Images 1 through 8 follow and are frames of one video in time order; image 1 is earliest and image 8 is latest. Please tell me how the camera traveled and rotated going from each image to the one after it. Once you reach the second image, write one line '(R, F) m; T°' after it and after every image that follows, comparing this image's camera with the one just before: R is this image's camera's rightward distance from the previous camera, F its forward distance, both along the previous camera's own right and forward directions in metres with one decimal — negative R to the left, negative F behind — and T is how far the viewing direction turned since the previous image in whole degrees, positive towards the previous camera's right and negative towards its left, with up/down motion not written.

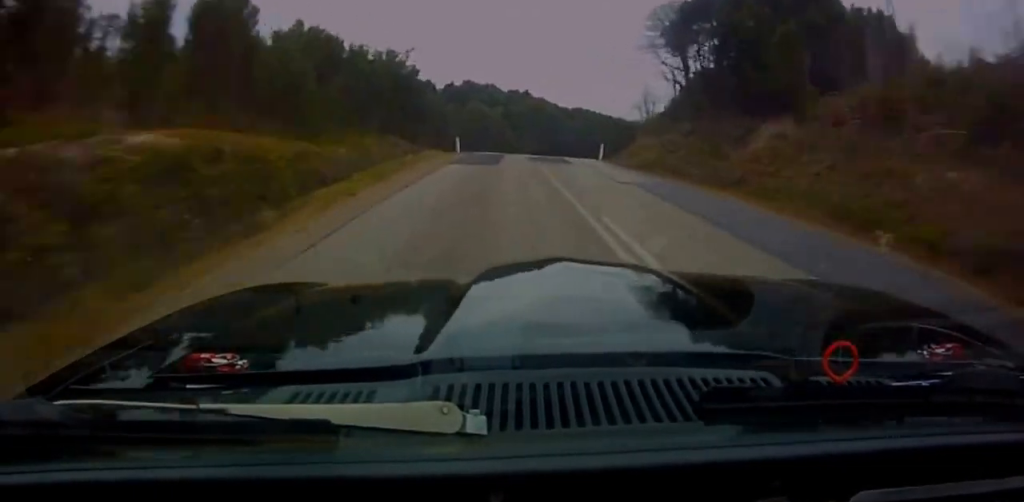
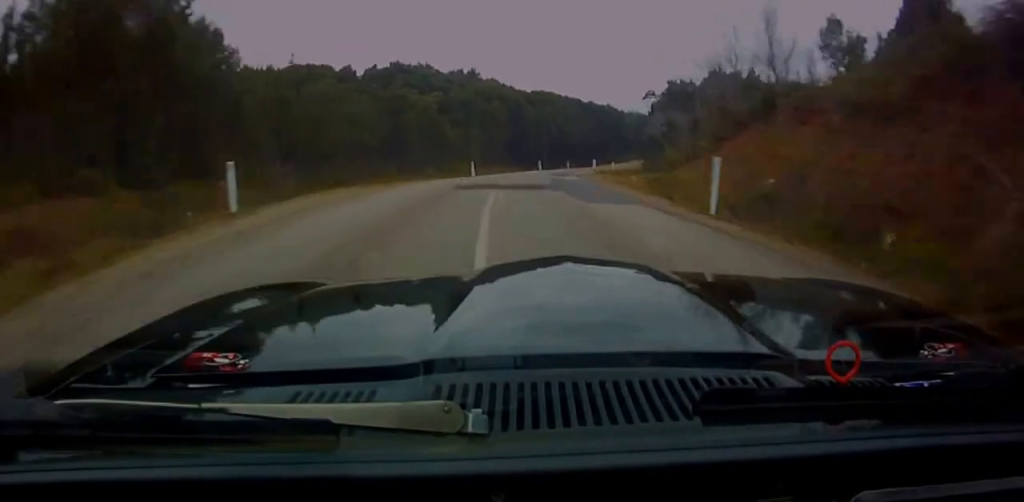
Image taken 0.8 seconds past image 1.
(+1.0, +28.9) m; +5°
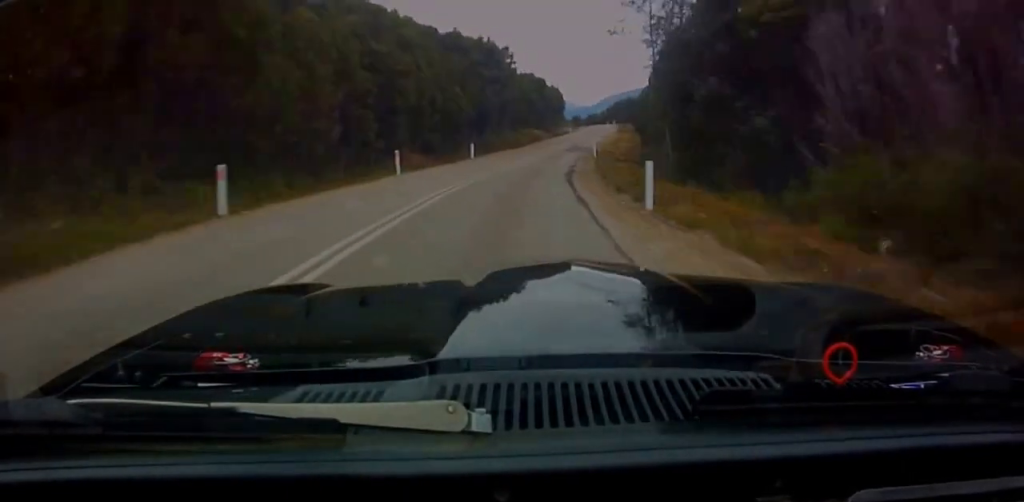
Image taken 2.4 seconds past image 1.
(+6.8, +64.4) m; +12°
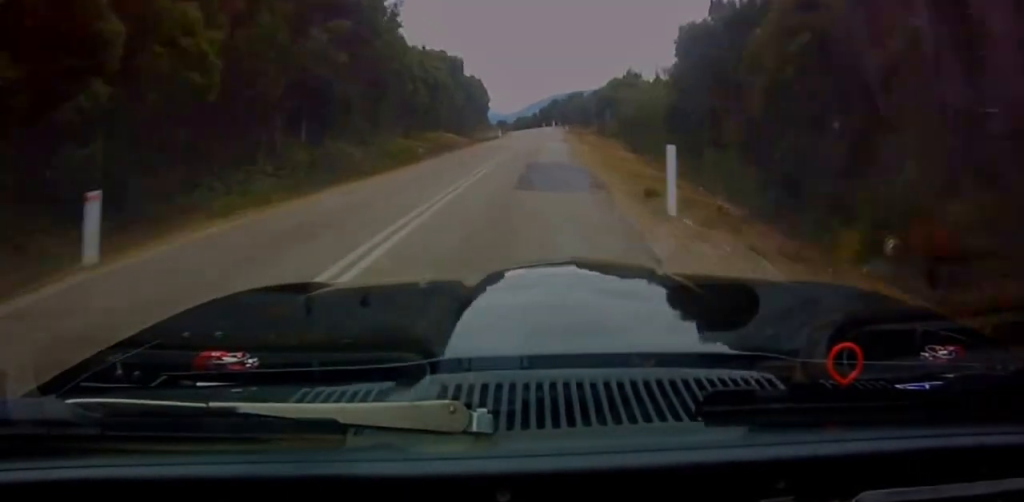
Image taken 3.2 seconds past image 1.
(+1.4, +33.1) m; +4°
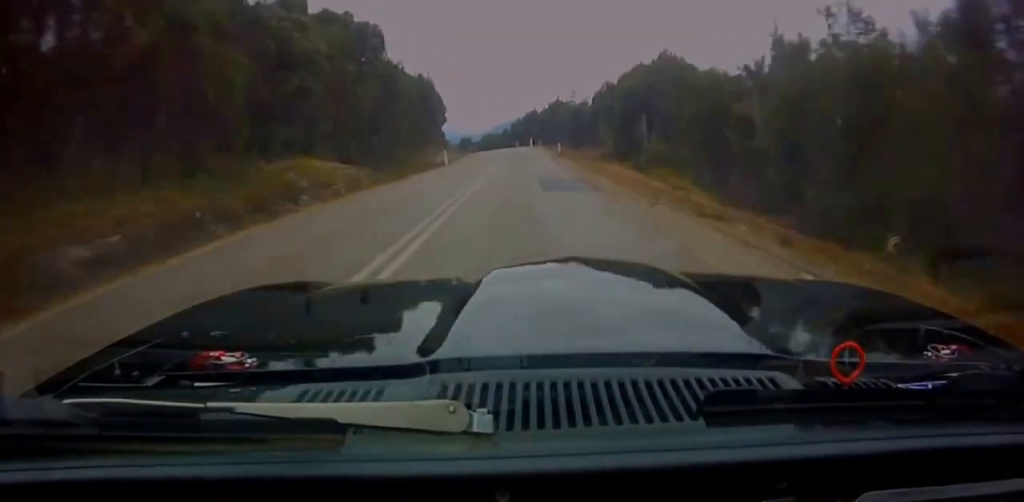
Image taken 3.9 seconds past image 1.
(+0.9, +28.0) m; -1°
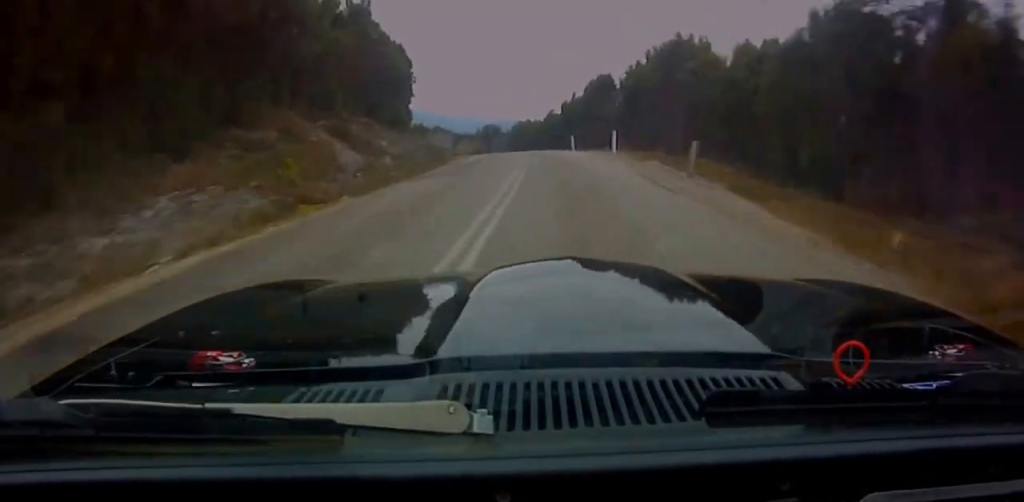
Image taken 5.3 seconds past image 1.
(-2.7, +51.1) m; -9°
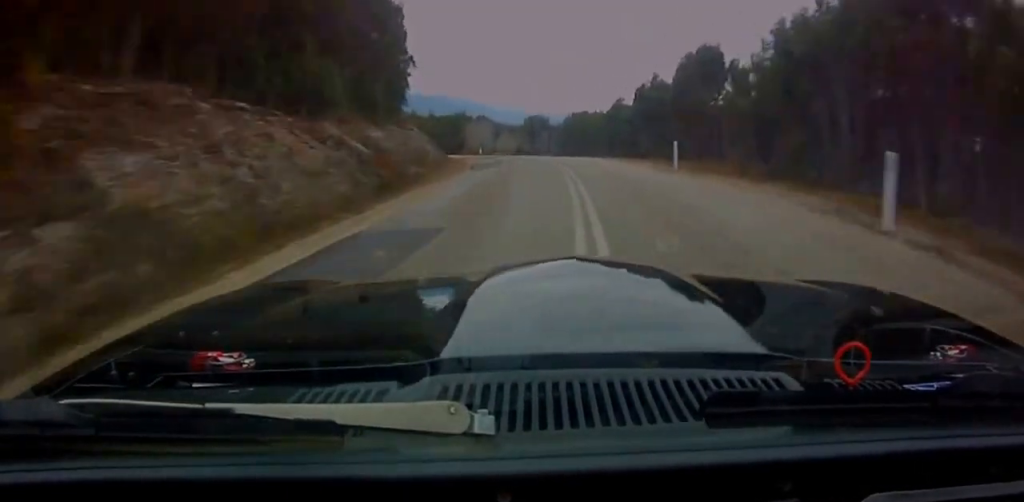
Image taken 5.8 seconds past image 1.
(-1.2, +20.1) m; -4°
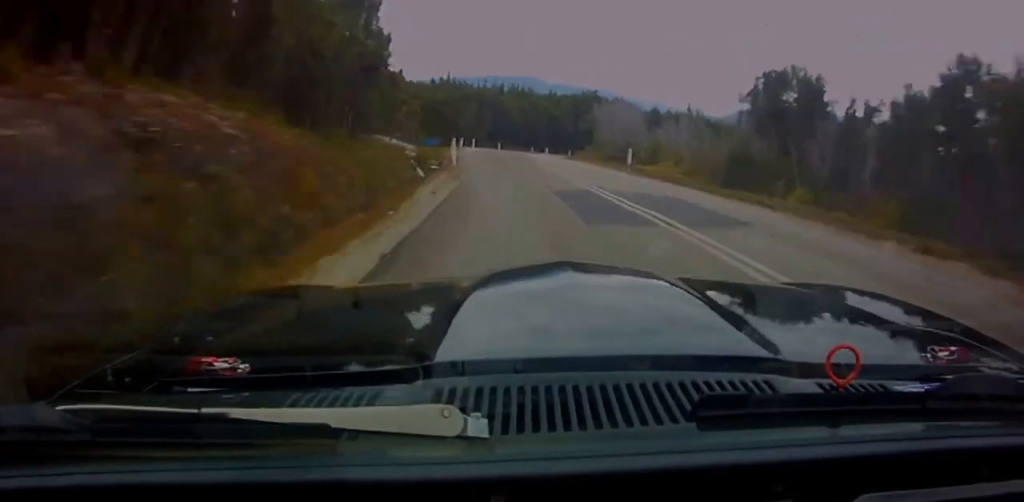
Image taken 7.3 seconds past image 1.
(-3.4, +50.3) m; -5°
